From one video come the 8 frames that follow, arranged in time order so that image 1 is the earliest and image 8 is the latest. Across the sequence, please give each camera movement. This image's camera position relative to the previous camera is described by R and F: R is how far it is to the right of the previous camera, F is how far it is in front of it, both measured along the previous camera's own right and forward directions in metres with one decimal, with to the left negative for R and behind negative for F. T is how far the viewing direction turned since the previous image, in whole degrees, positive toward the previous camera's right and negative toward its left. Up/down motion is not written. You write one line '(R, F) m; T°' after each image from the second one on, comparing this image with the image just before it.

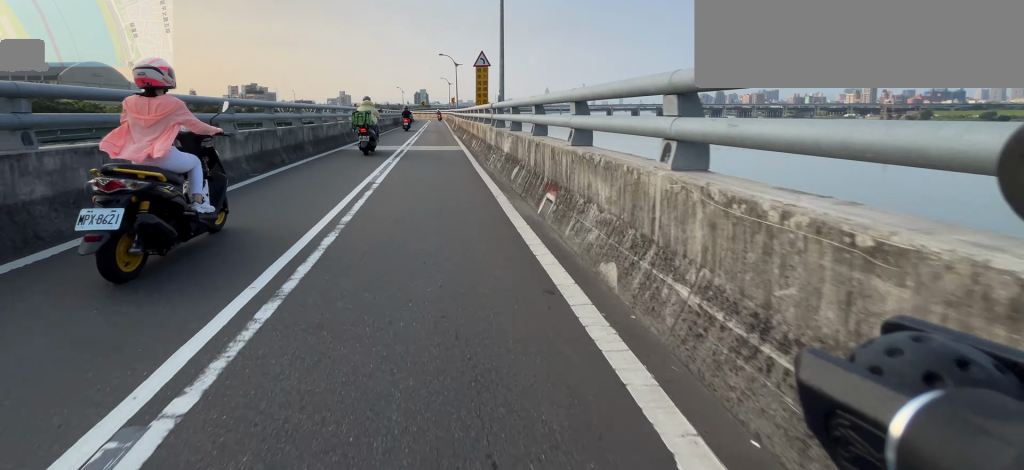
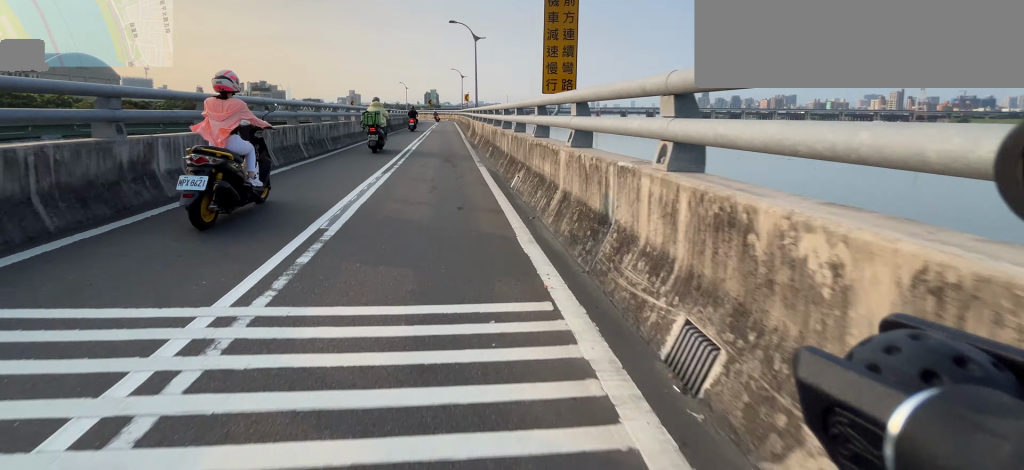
(0.0, +12.3) m; 0°
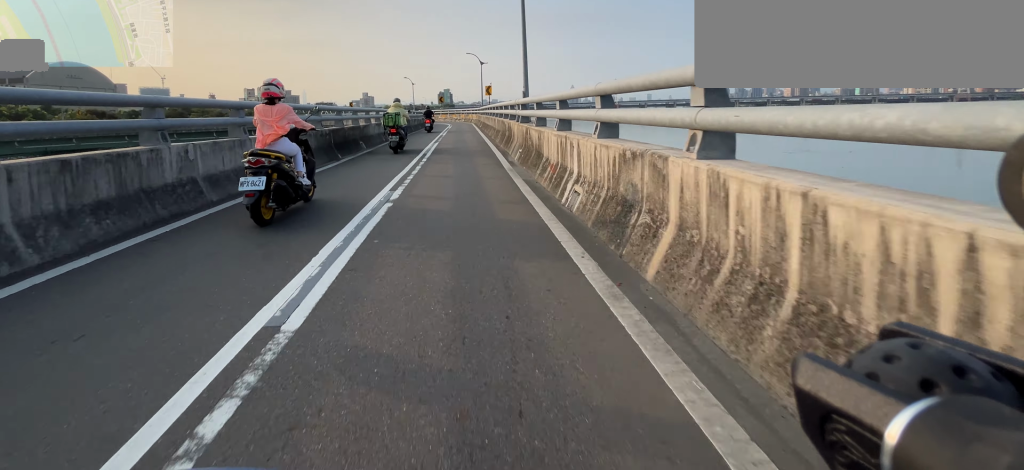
(0.0, +10.4) m; +2°
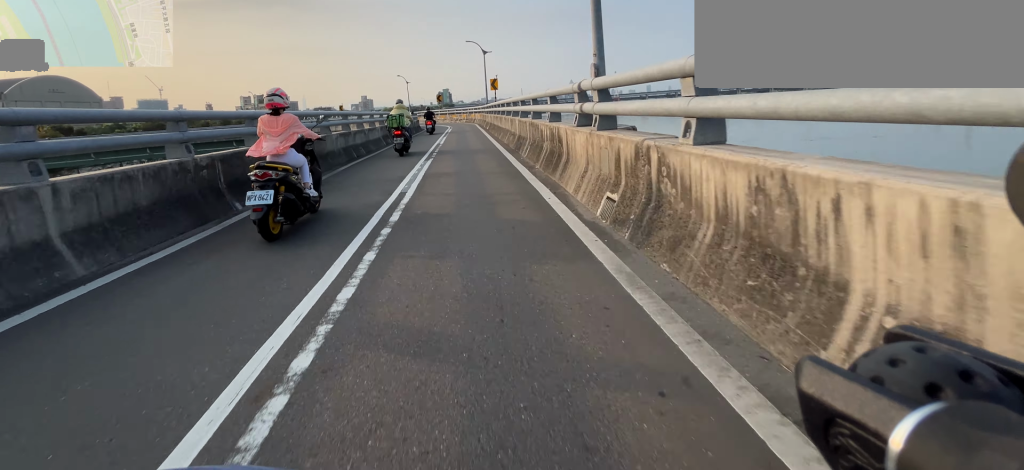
(-0.1, +5.4) m; +1°
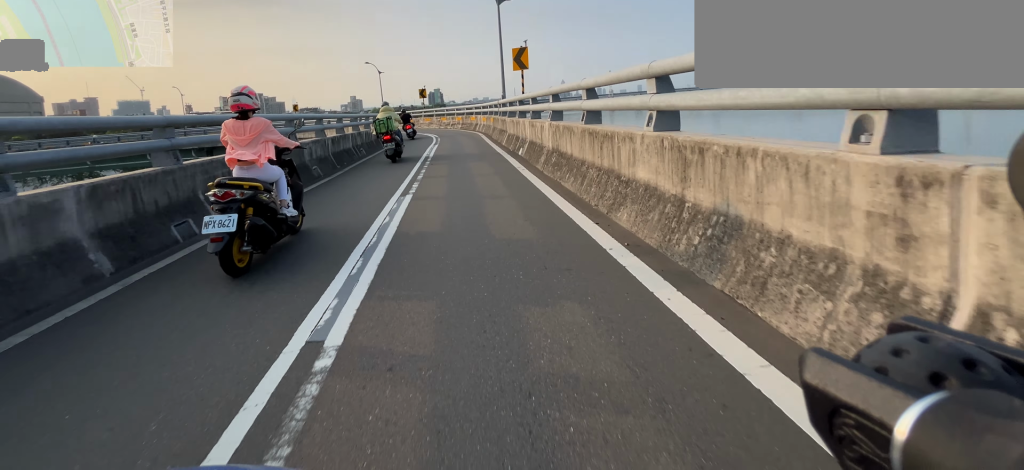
(+0.5, +12.5) m; -1°
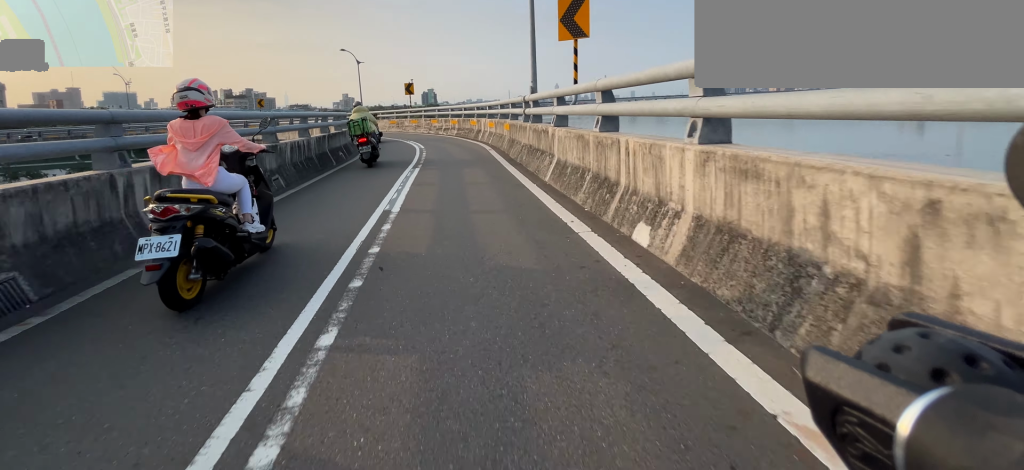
(-0.2, +5.8) m; -3°
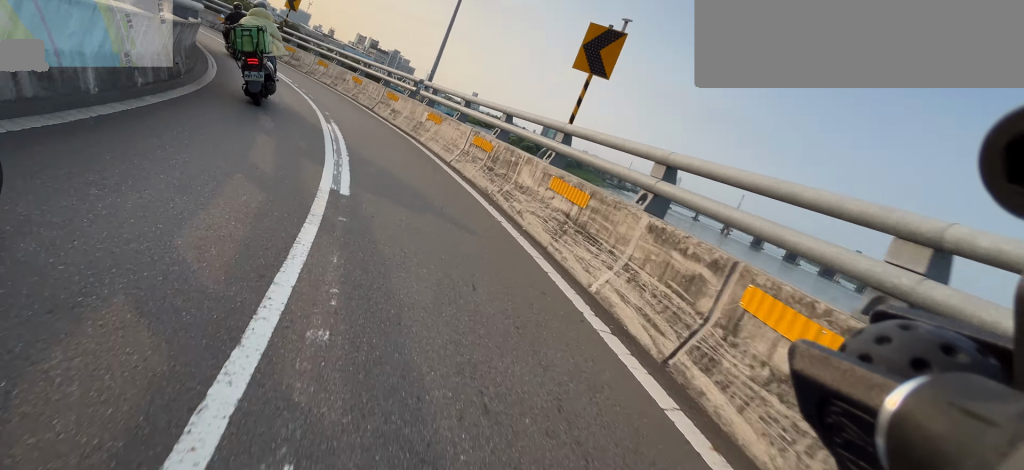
(-3.0, +22.2) m; -19°
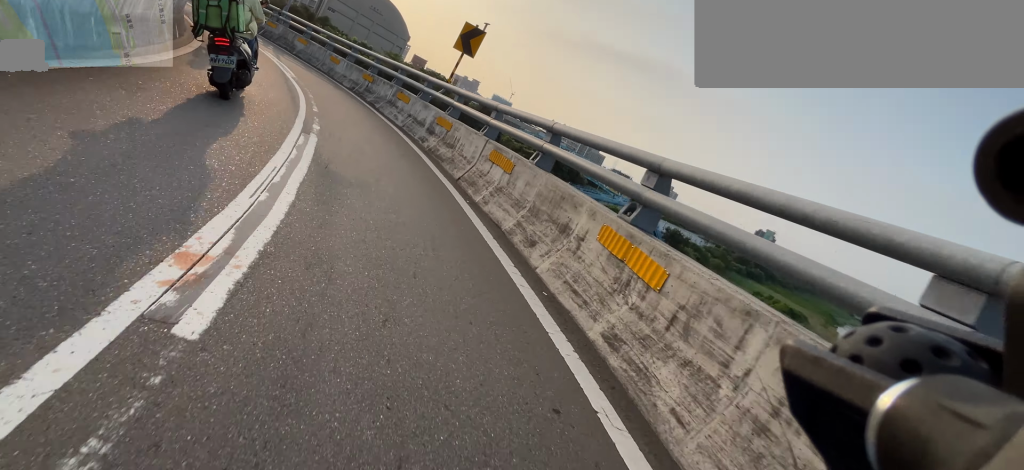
(-2.0, +14.1) m; -19°
